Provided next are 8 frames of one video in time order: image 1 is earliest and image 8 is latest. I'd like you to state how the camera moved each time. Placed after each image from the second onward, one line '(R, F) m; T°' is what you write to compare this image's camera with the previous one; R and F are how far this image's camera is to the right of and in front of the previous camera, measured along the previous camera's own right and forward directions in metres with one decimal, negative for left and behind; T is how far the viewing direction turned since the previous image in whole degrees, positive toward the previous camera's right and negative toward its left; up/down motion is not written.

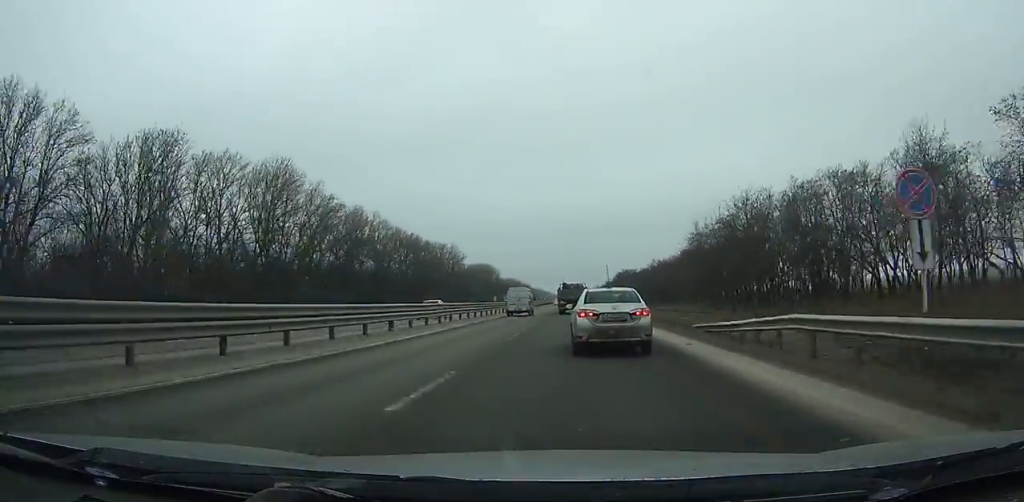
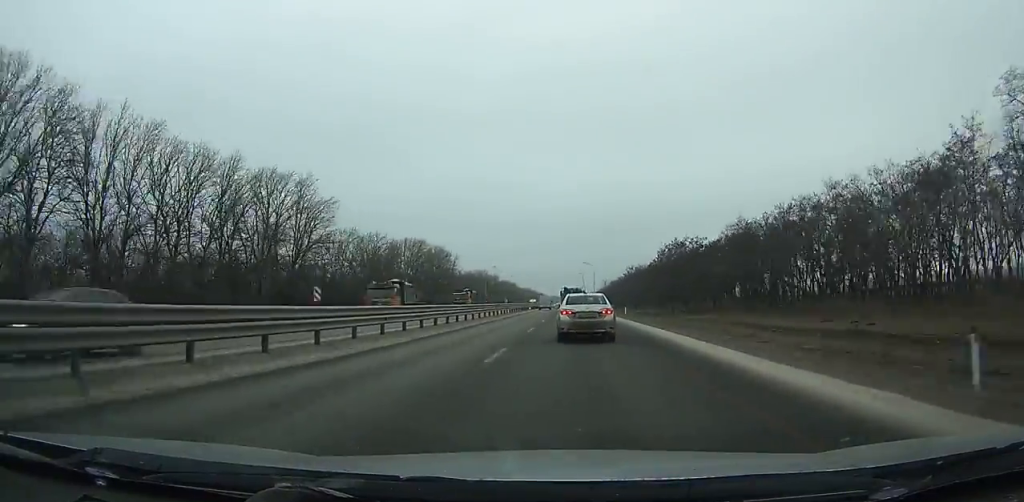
(-0.2, +92.7) m; 0°
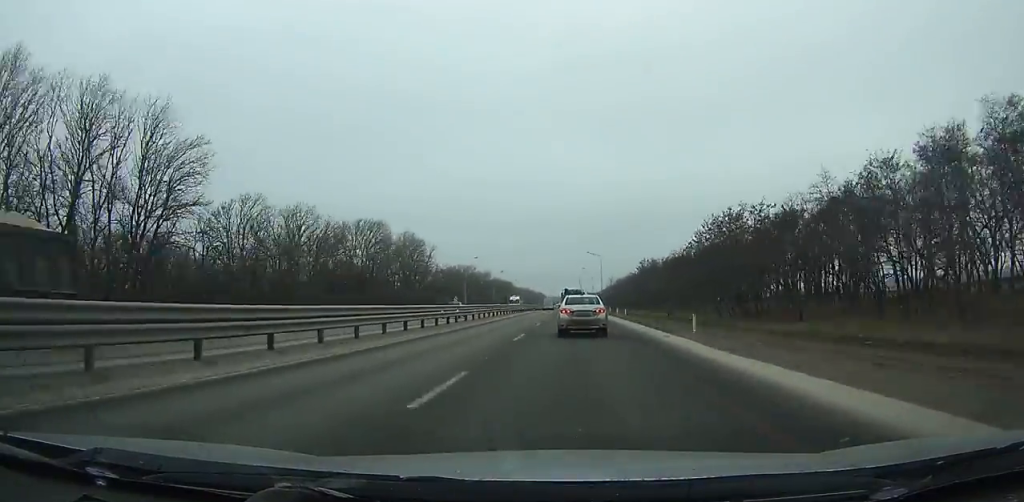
(+0.1, +30.2) m; 0°
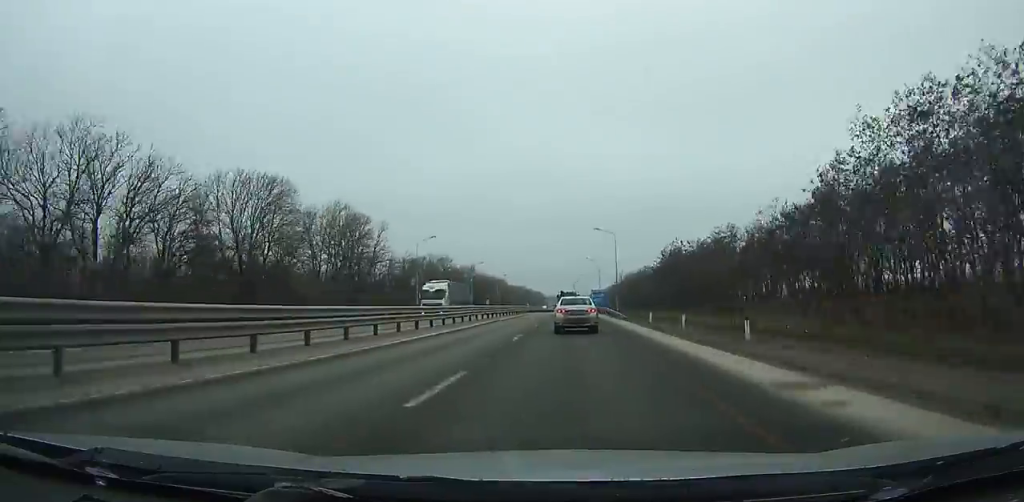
(0.0, +36.3) m; 0°
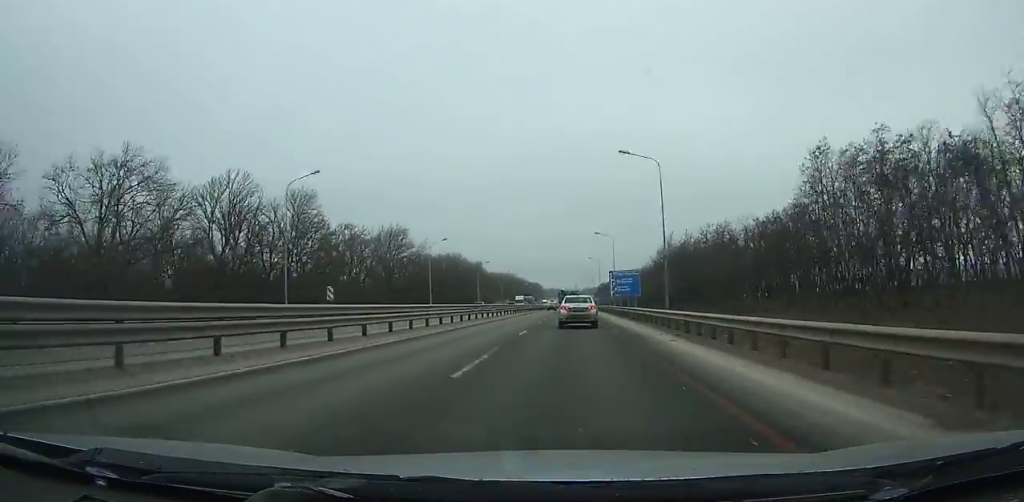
(-0.2, +82.1) m; 0°
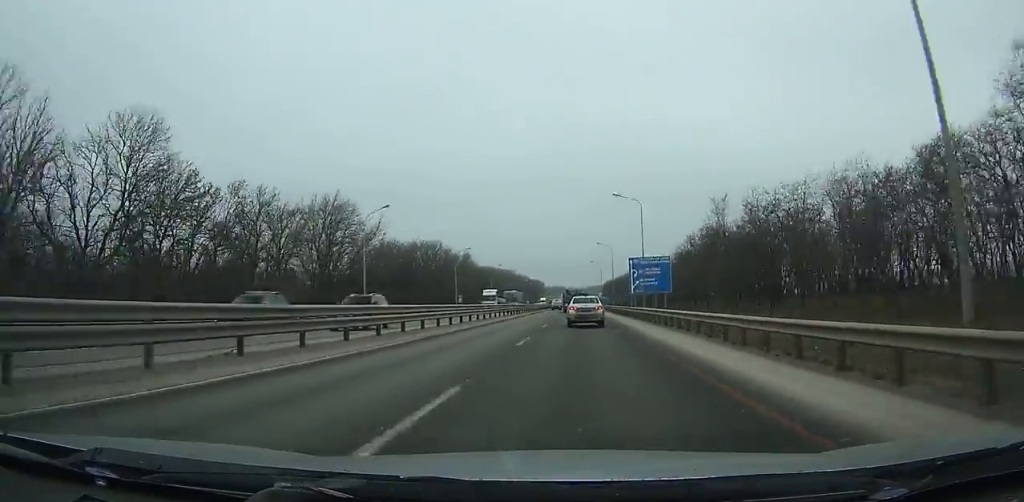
(0.0, +29.7) m; 0°
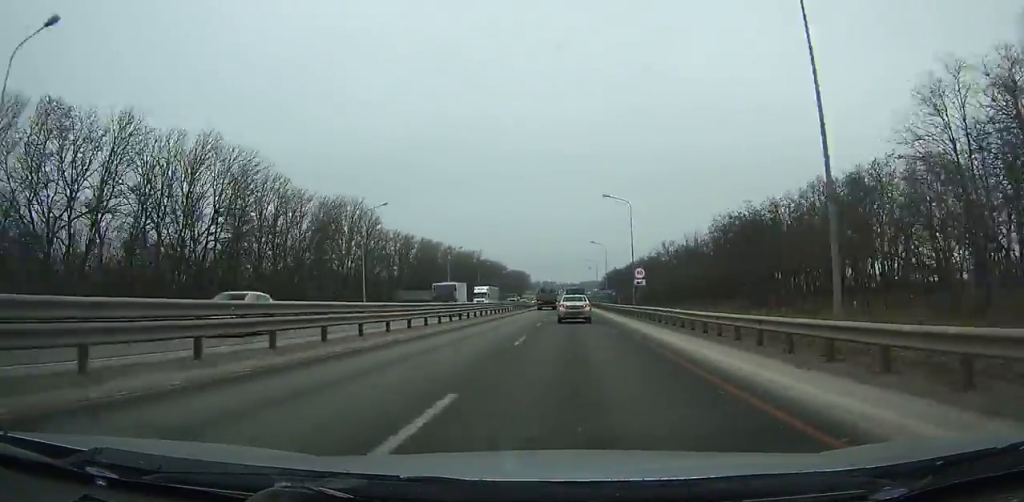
(+0.4, +86.8) m; 0°
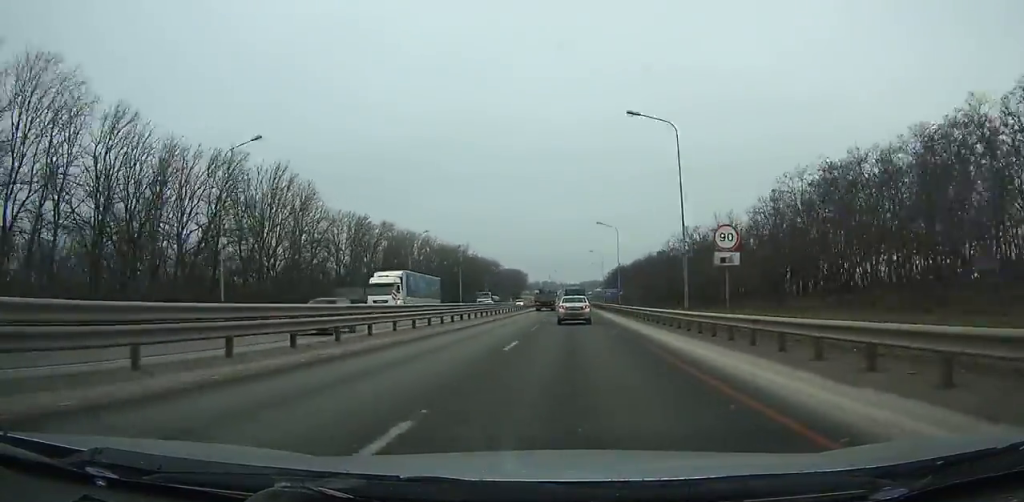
(+0.1, +25.3) m; 0°
